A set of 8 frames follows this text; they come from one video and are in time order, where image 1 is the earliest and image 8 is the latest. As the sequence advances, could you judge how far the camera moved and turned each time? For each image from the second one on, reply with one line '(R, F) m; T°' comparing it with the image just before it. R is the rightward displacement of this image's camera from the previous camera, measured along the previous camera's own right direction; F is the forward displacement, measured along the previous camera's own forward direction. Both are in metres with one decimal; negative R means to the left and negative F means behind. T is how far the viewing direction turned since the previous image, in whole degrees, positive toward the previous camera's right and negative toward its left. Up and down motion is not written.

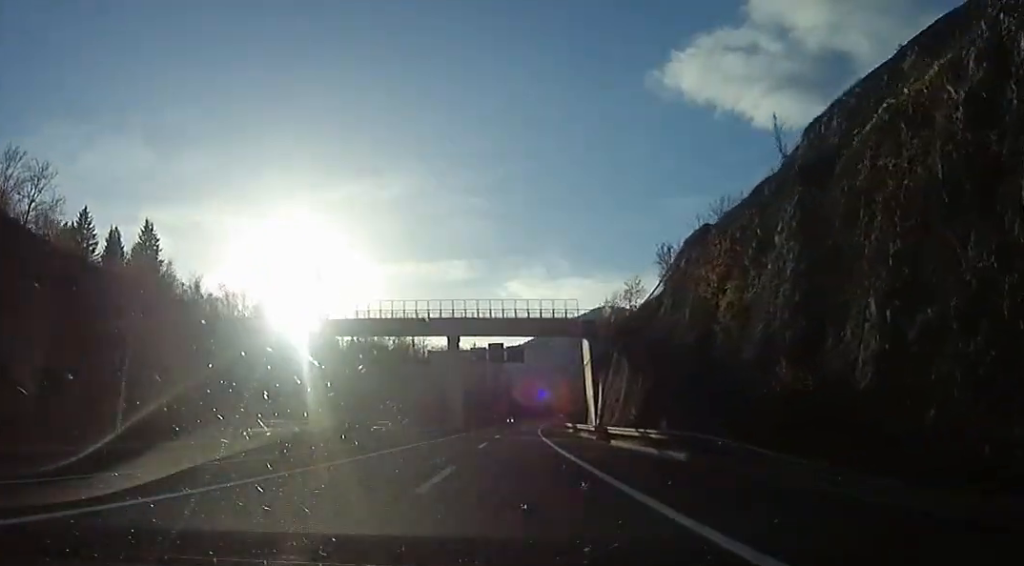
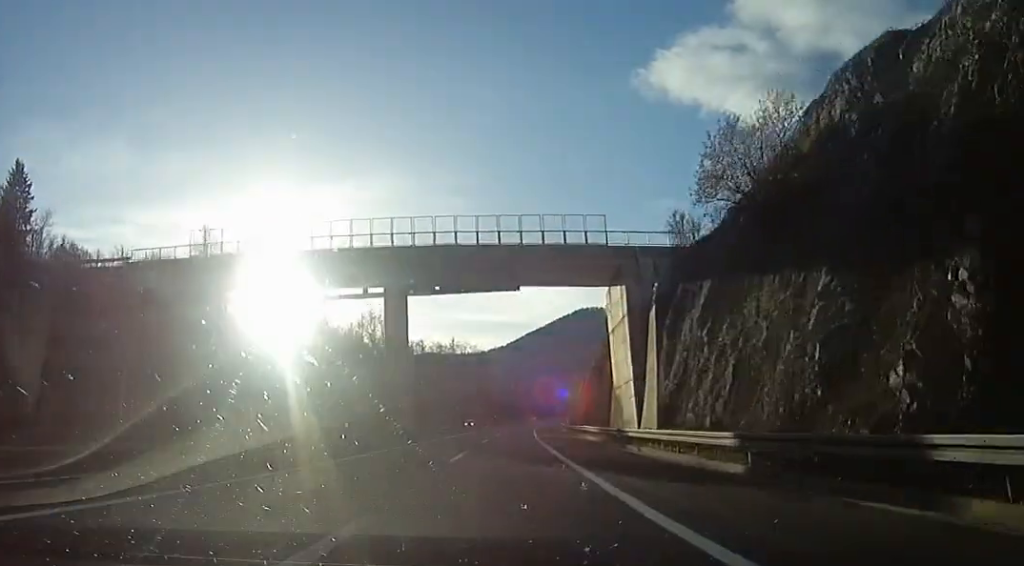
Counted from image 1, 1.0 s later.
(+0.8, +27.7) m; +2°
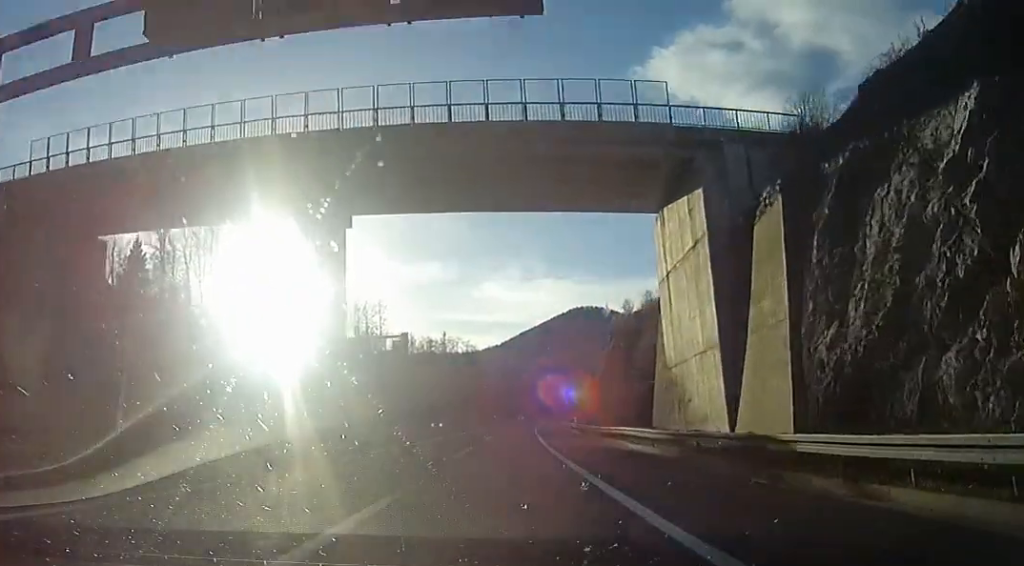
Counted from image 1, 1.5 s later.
(-0.2, +16.2) m; 0°
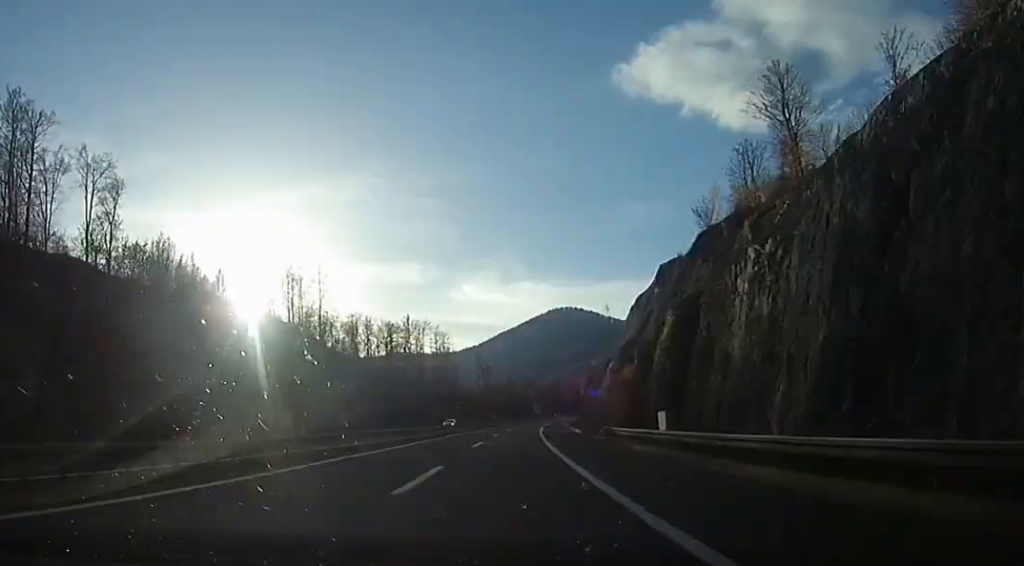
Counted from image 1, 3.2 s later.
(+2.0, +46.5) m; +3°
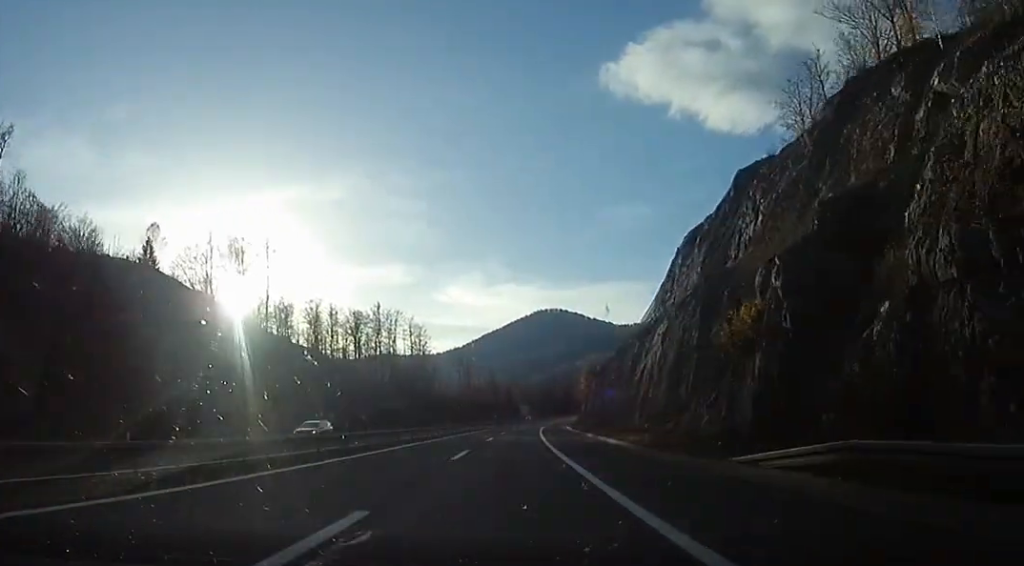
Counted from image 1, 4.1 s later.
(-0.2, +26.7) m; 0°
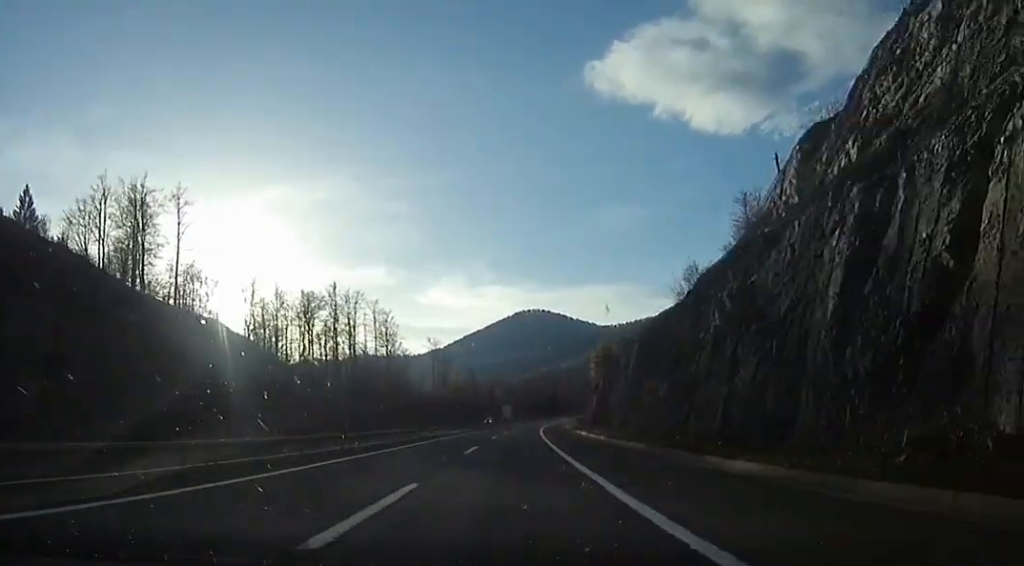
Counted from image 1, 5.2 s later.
(+0.5, +32.6) m; +3°
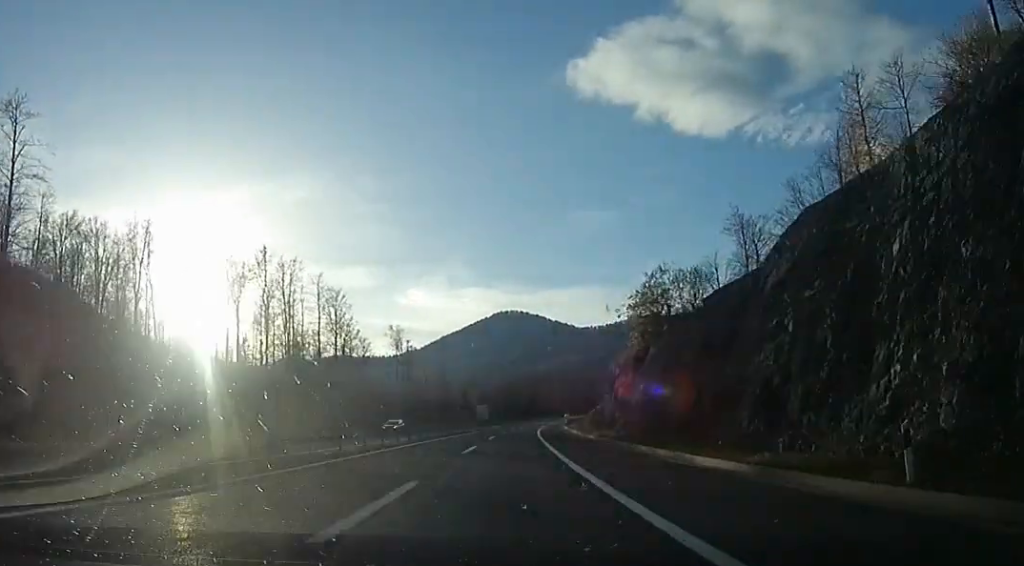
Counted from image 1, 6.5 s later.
(+1.4, +36.4) m; +3°
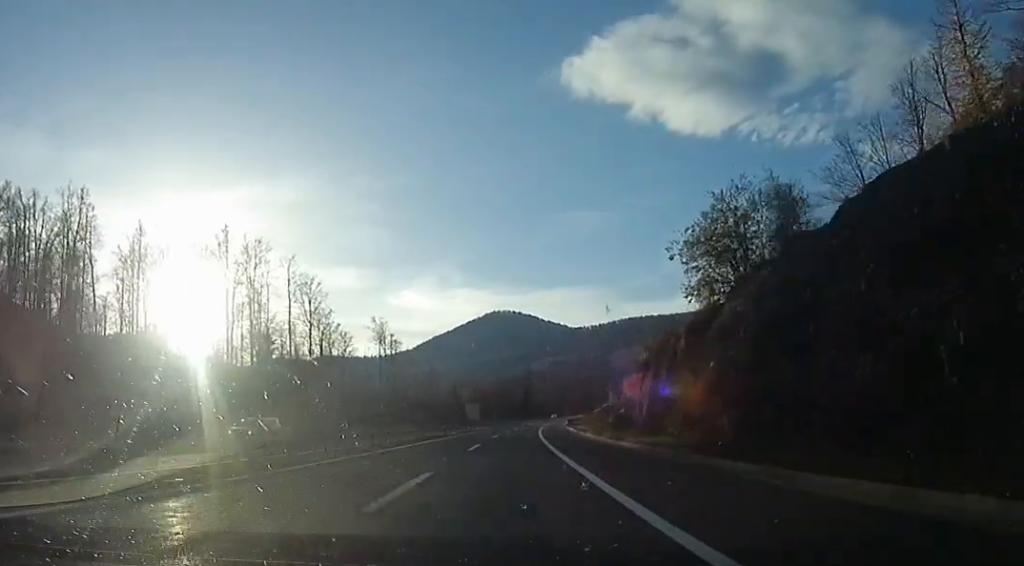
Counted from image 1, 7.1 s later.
(0.0, +15.8) m; +1°
